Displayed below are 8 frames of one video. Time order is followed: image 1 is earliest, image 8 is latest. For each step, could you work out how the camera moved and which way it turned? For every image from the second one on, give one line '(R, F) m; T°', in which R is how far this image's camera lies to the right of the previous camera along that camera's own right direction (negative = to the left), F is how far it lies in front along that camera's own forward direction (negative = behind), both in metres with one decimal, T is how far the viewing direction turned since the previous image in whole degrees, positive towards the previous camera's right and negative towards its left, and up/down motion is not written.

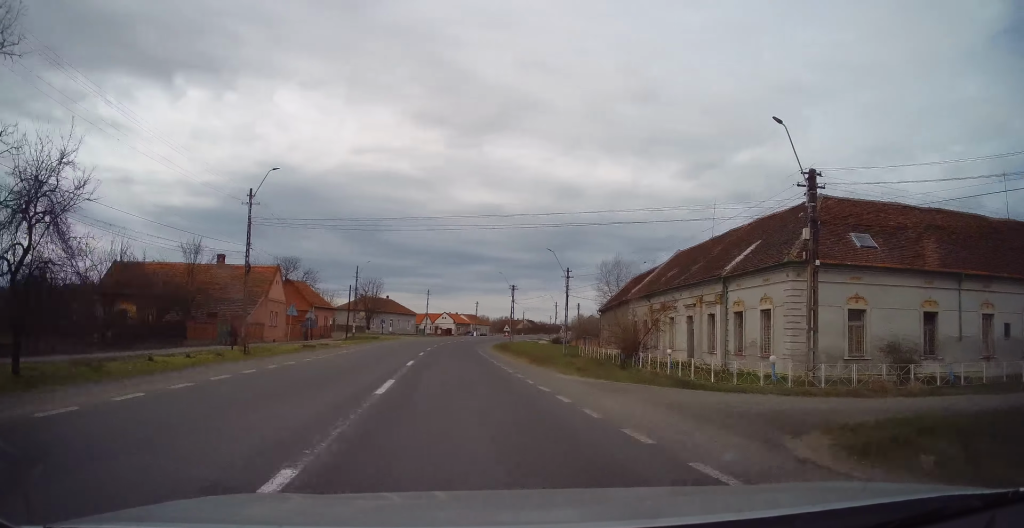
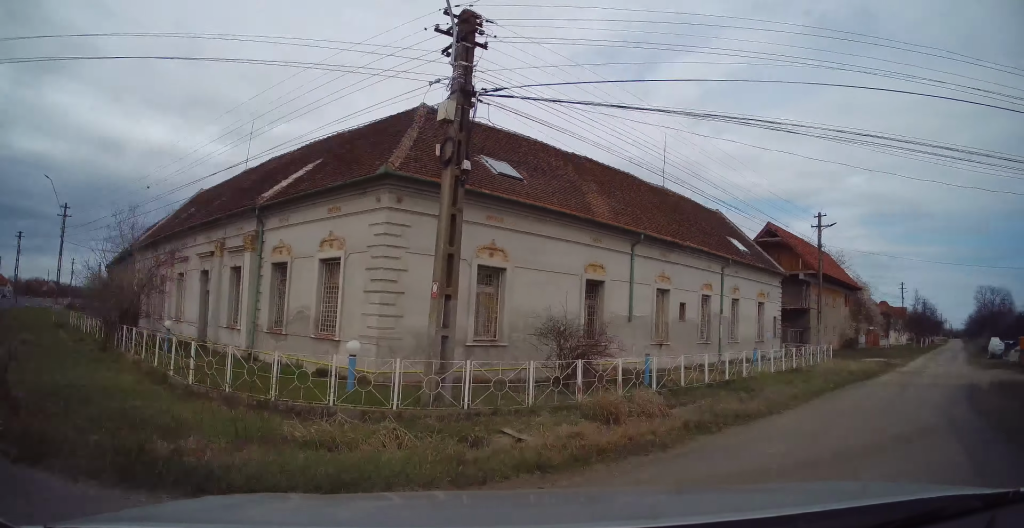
(+4.0, +12.7) m; +54°
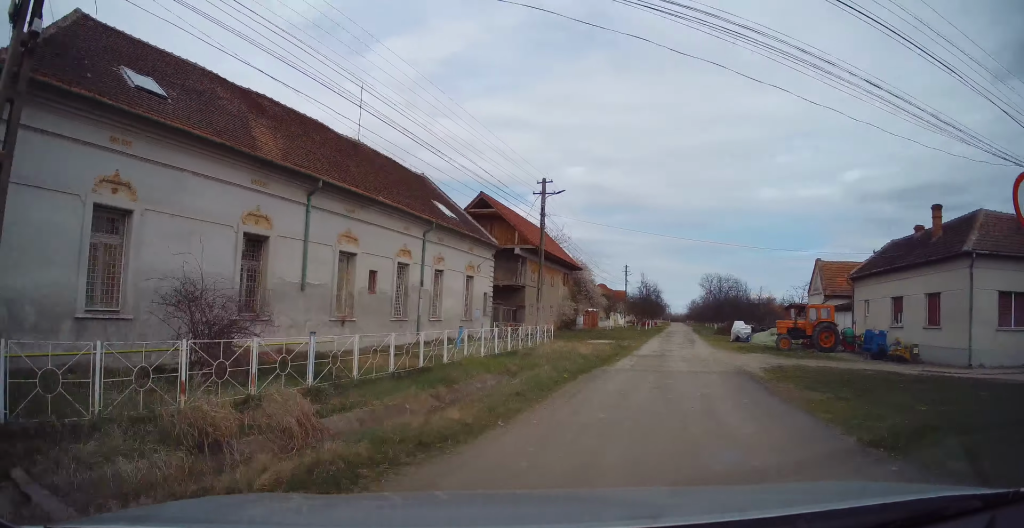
(+1.7, +4.4) m; +26°
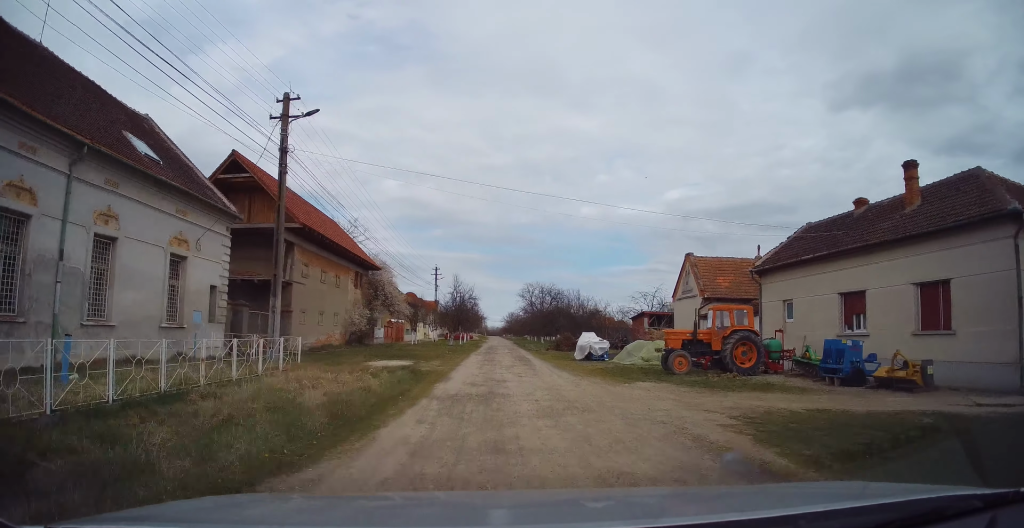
(+2.4, +10.0) m; +21°
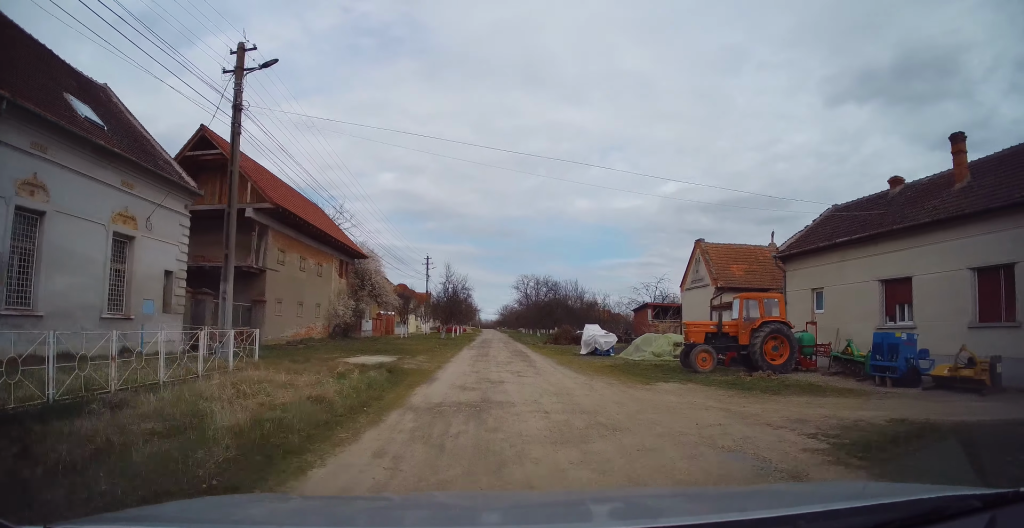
(+0.1, +2.5) m; +2°
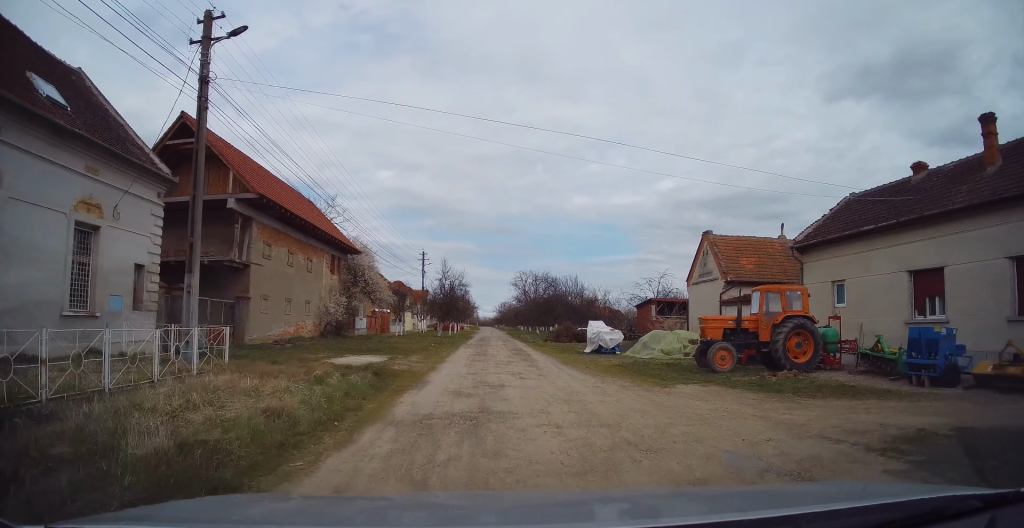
(+0.1, +1.8) m; +1°
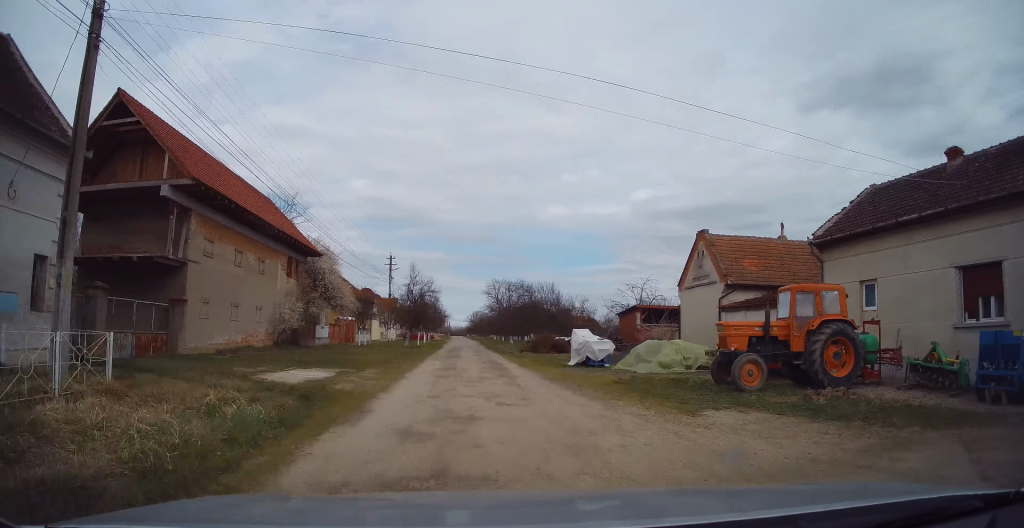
(0.0, +3.8) m; +7°
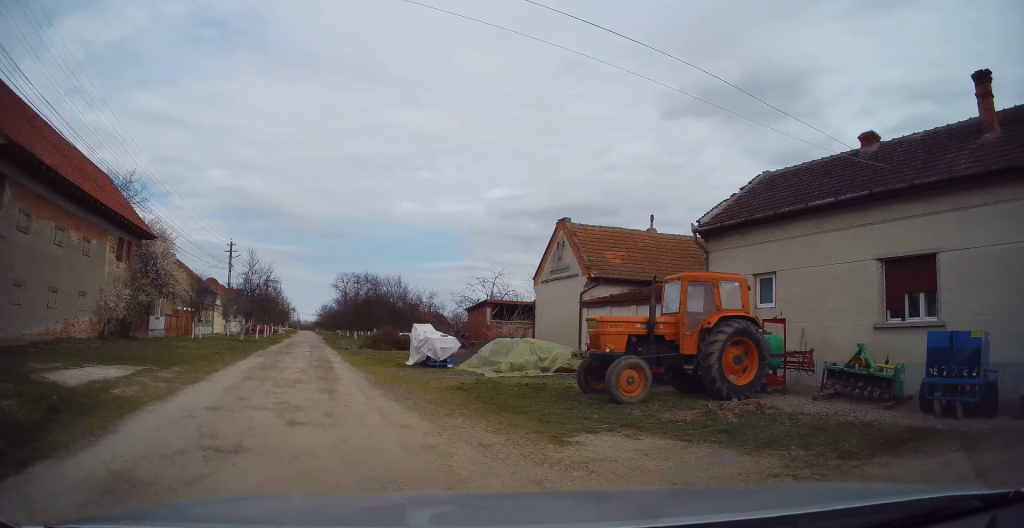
(+0.3, +2.8) m; +19°
